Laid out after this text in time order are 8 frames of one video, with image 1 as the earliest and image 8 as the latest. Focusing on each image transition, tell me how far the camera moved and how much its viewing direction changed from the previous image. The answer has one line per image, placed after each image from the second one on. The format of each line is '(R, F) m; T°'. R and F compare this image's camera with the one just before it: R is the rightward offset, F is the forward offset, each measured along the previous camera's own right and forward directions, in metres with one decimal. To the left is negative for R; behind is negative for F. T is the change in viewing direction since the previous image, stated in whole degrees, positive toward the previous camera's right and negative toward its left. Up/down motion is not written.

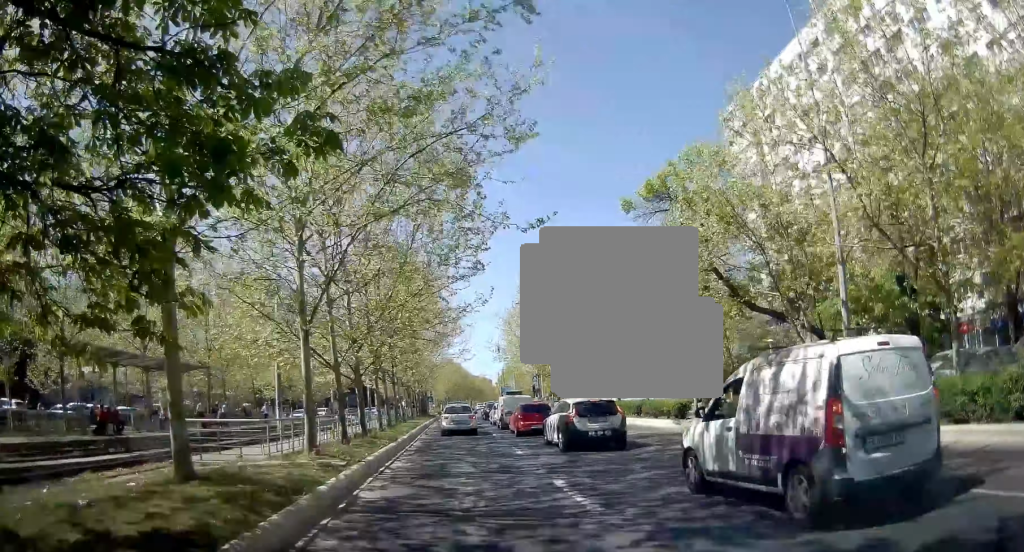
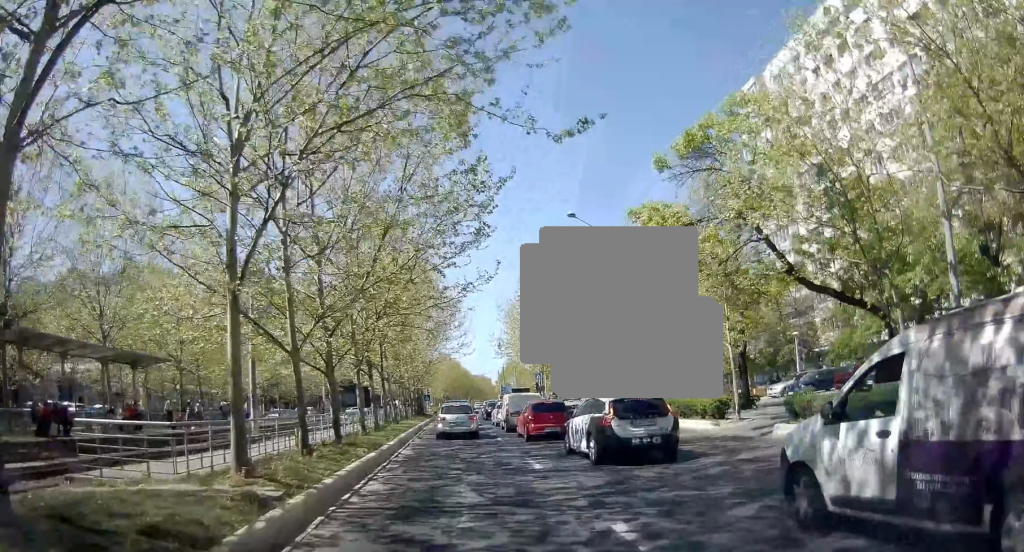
(-0.1, +4.9) m; +2°
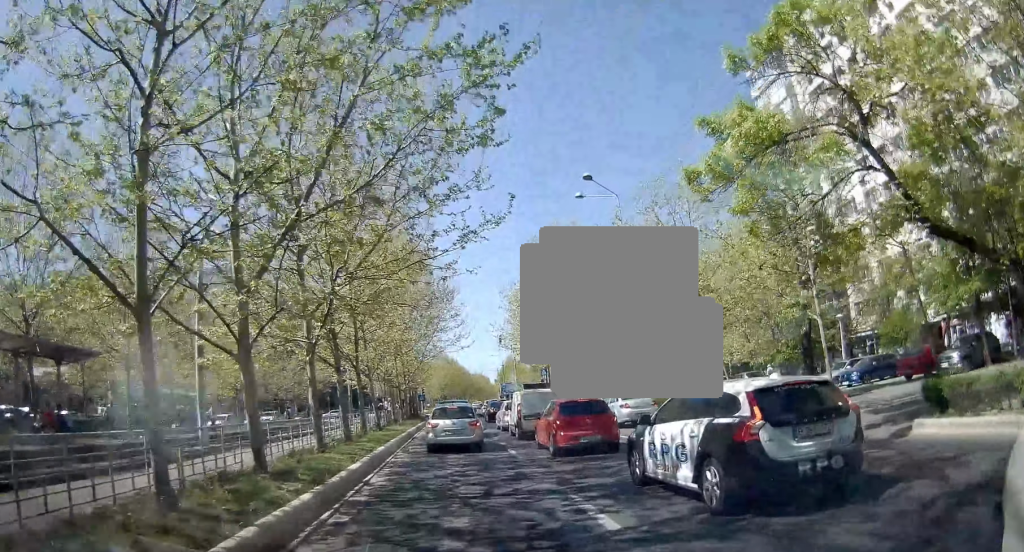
(+0.6, +7.8) m; +2°
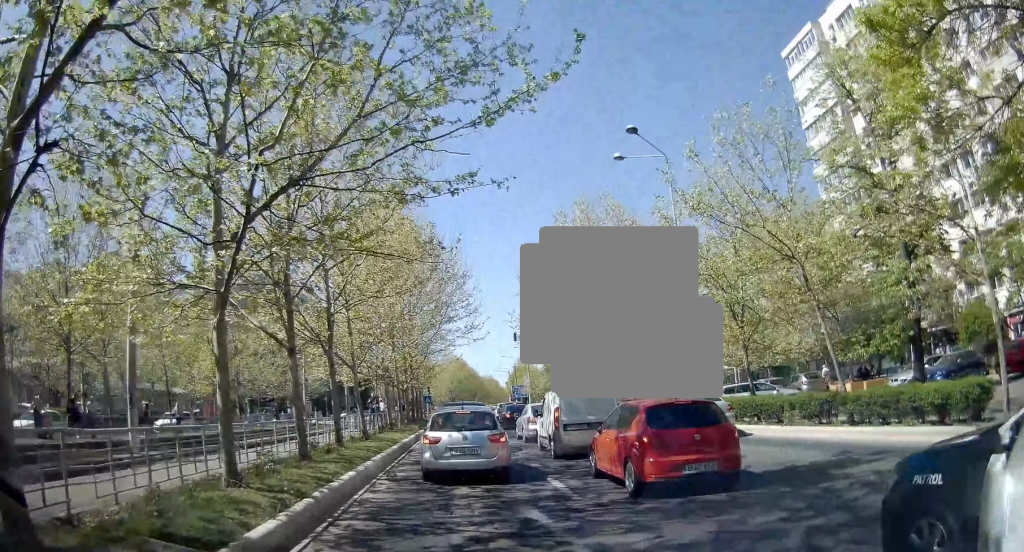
(-0.5, +8.5) m; -3°
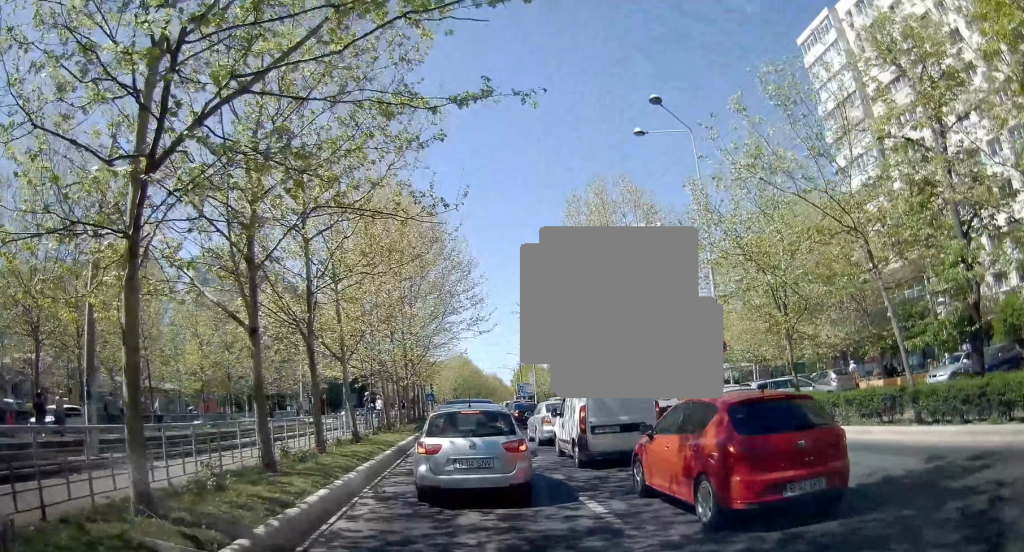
(+0.1, +3.4) m; +3°
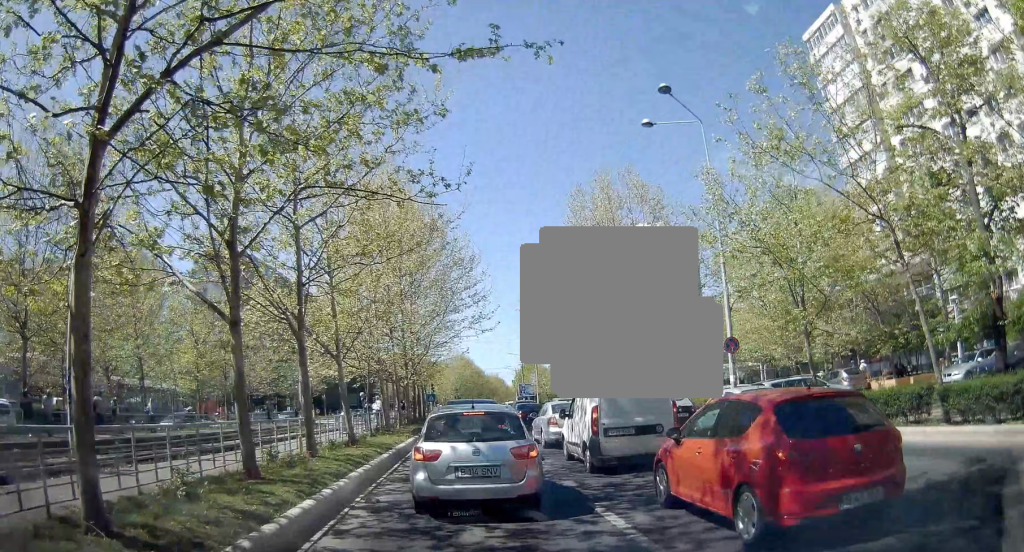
(0.0, +1.3) m; +1°
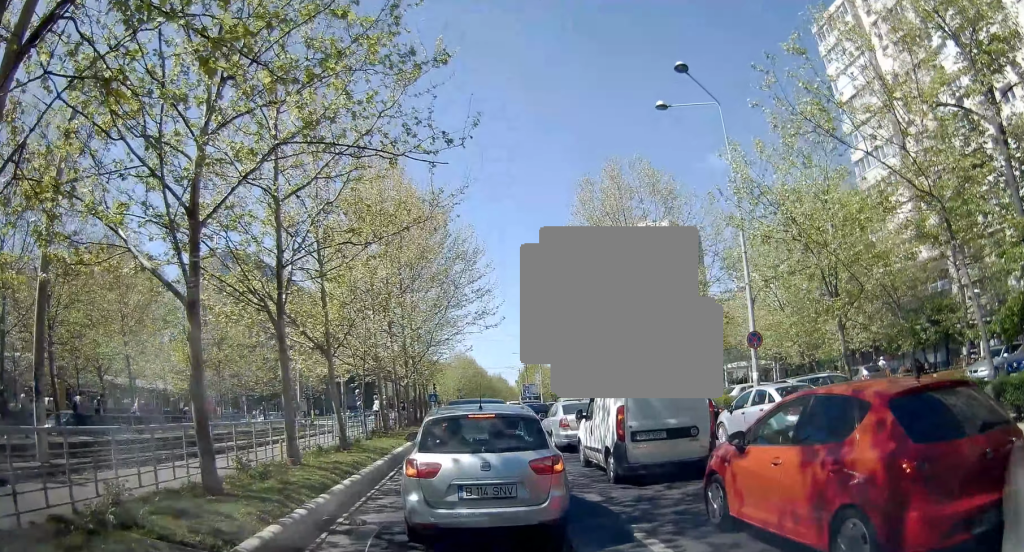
(+0.1, +2.4) m; -3°
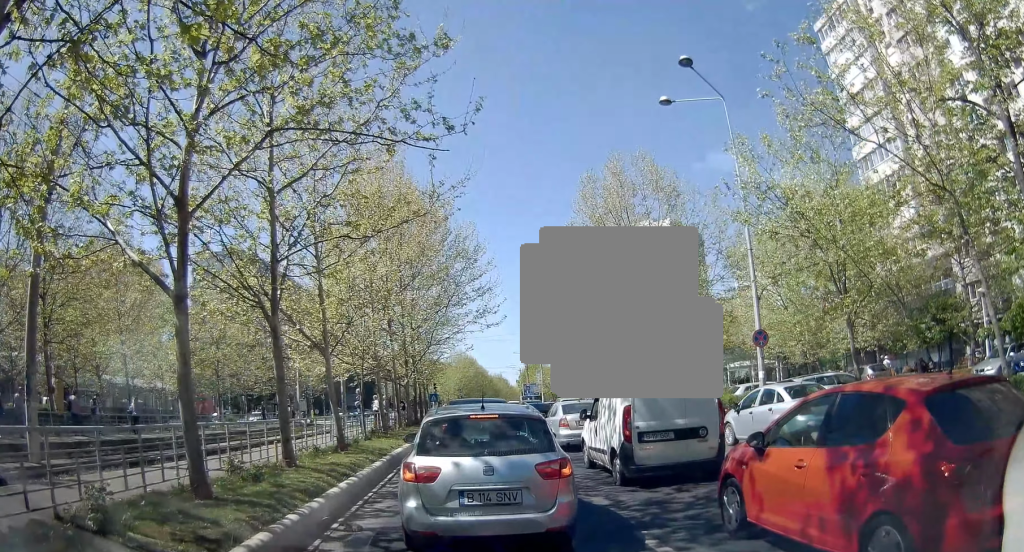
(-0.2, +0.7) m; 0°
